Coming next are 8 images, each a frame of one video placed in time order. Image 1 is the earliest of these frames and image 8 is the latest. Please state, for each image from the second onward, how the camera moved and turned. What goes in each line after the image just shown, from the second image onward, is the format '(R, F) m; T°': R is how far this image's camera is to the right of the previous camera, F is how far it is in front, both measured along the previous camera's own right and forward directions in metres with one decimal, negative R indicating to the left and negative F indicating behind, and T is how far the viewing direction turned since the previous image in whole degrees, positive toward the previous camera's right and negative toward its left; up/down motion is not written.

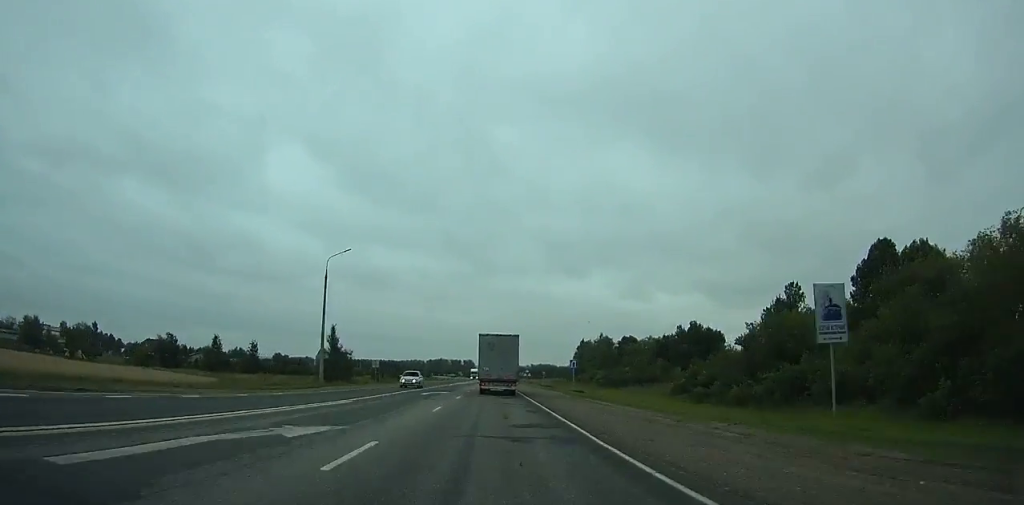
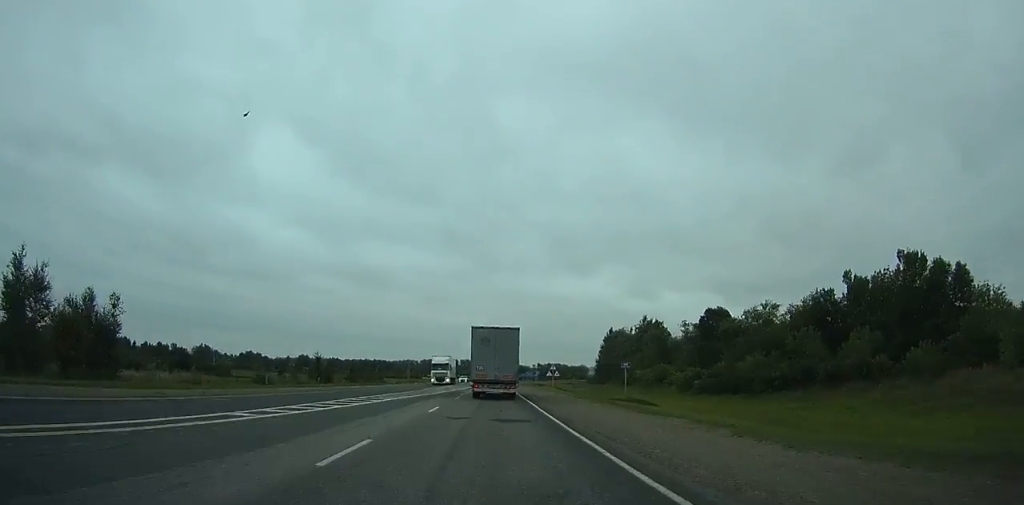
(0.0, +72.7) m; 0°
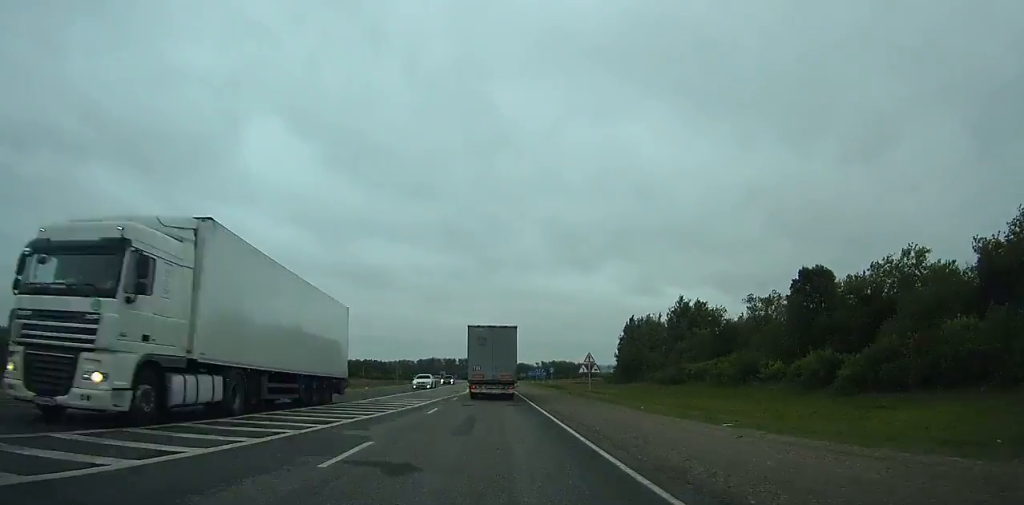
(-0.1, +36.2) m; 0°
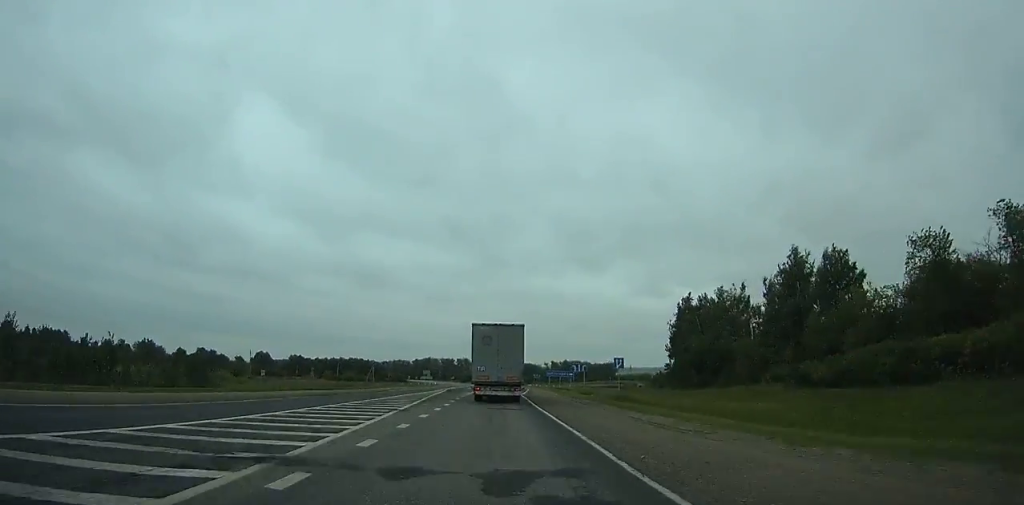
(-0.1, +56.8) m; 0°
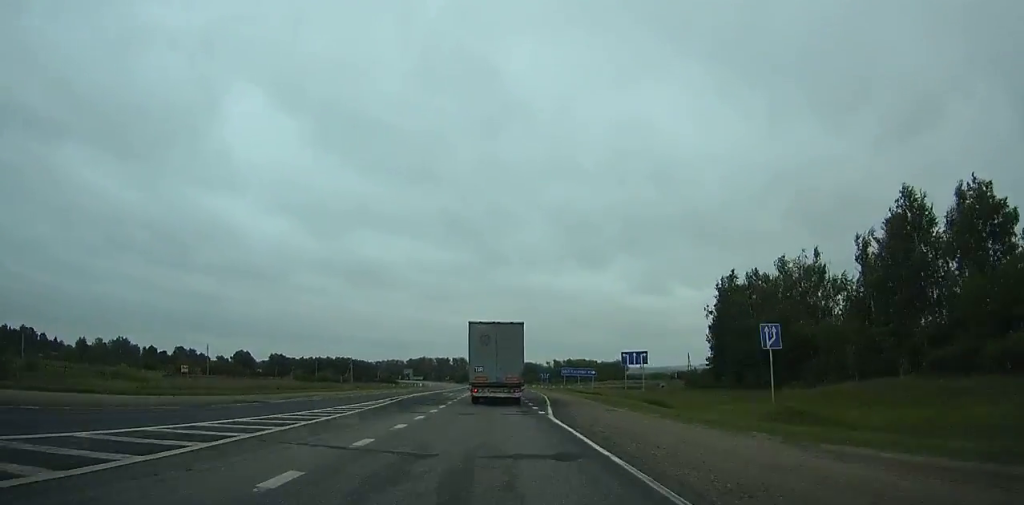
(-0.1, +27.2) m; 0°
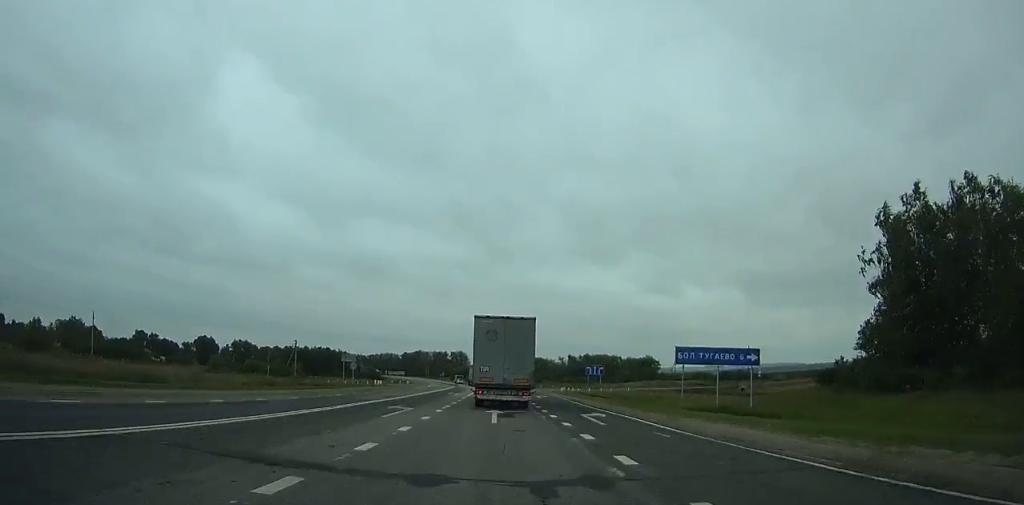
(+0.1, +51.8) m; 0°
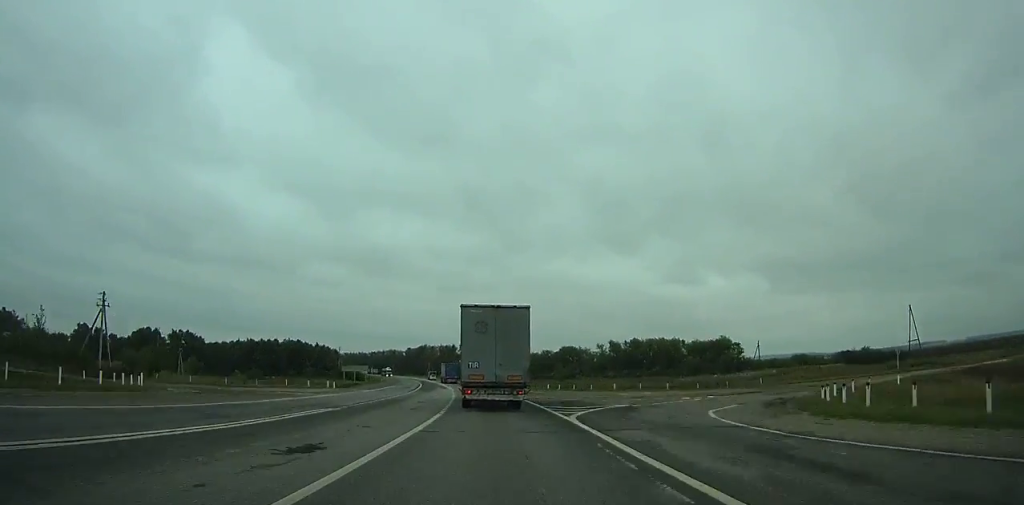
(+0.1, +67.8) m; -1°
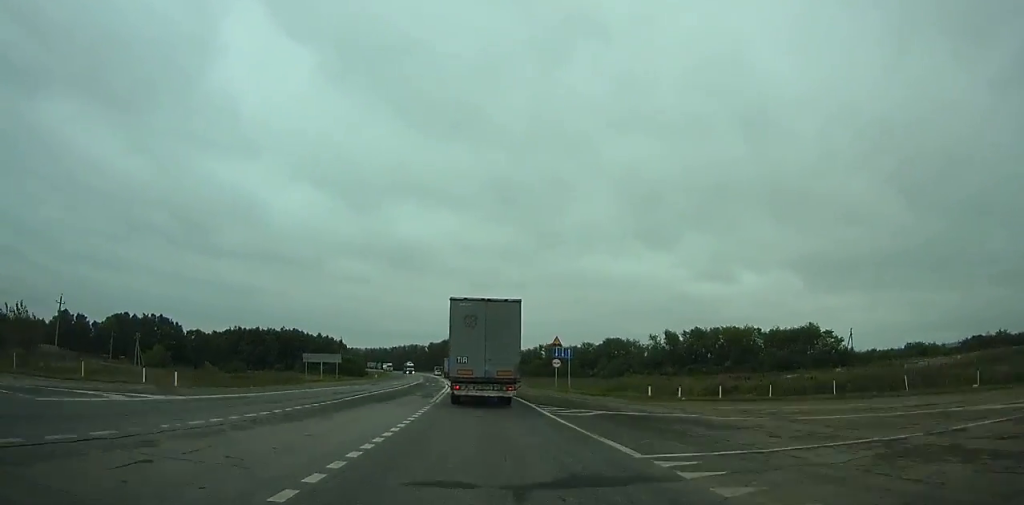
(-0.7, +36.6) m; -2°
